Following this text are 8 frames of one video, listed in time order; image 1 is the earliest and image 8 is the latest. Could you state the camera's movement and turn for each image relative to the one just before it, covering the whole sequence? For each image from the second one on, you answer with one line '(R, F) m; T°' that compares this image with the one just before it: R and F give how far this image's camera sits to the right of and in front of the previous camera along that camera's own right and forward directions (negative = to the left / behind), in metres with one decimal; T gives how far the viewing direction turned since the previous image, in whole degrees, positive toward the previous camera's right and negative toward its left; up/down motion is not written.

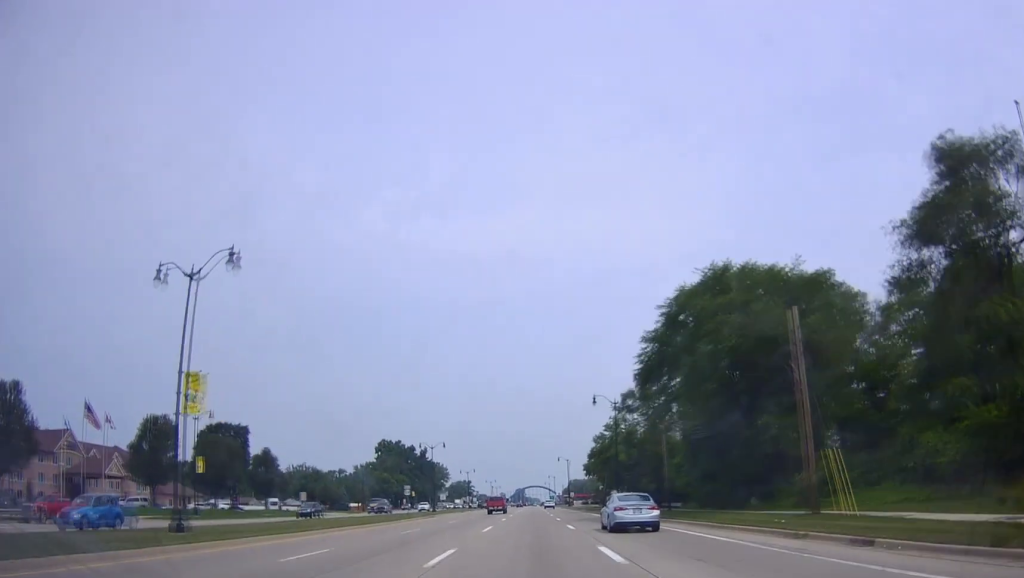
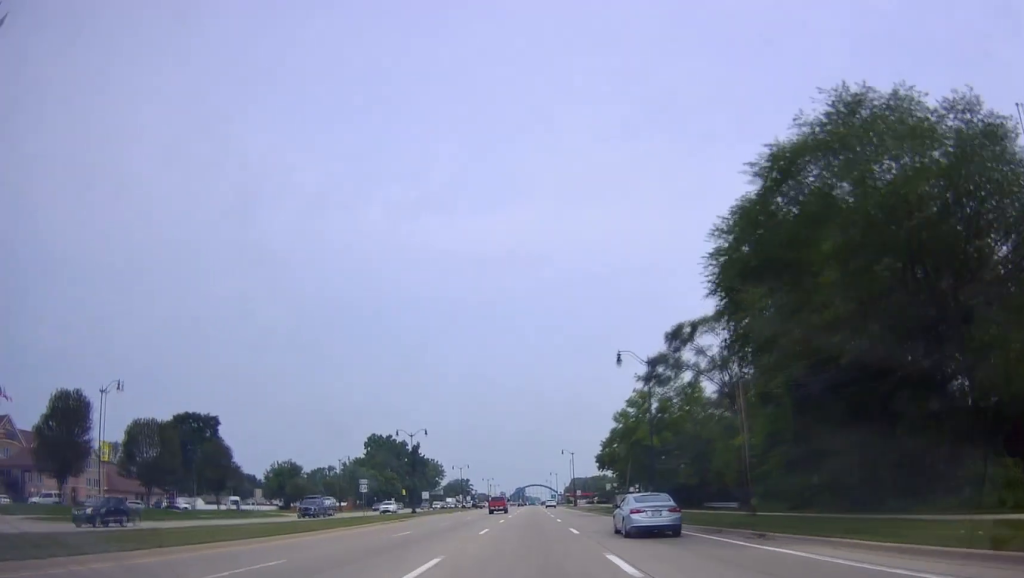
(0.0, +18.3) m; 0°
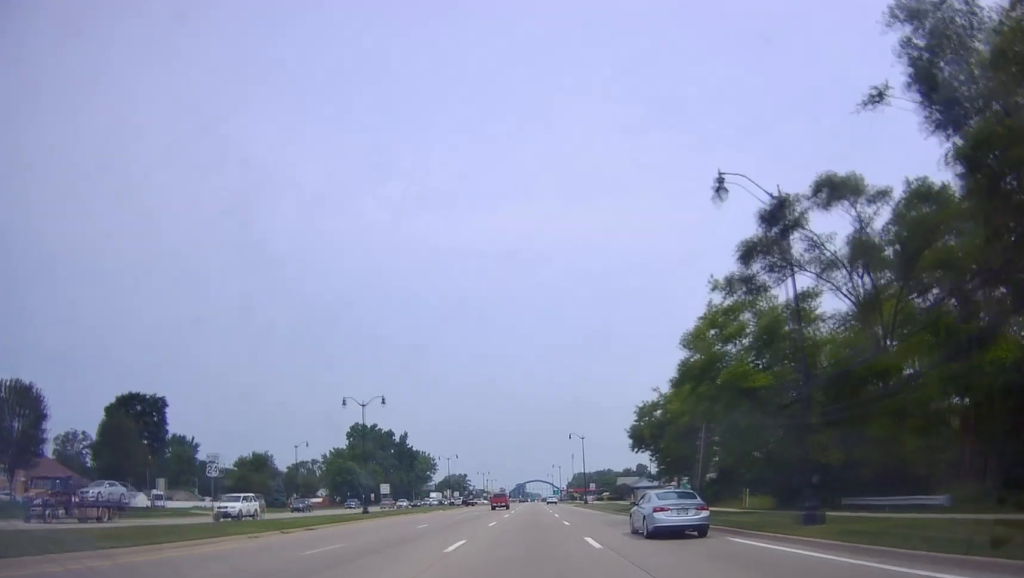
(-0.1, +26.1) m; 0°
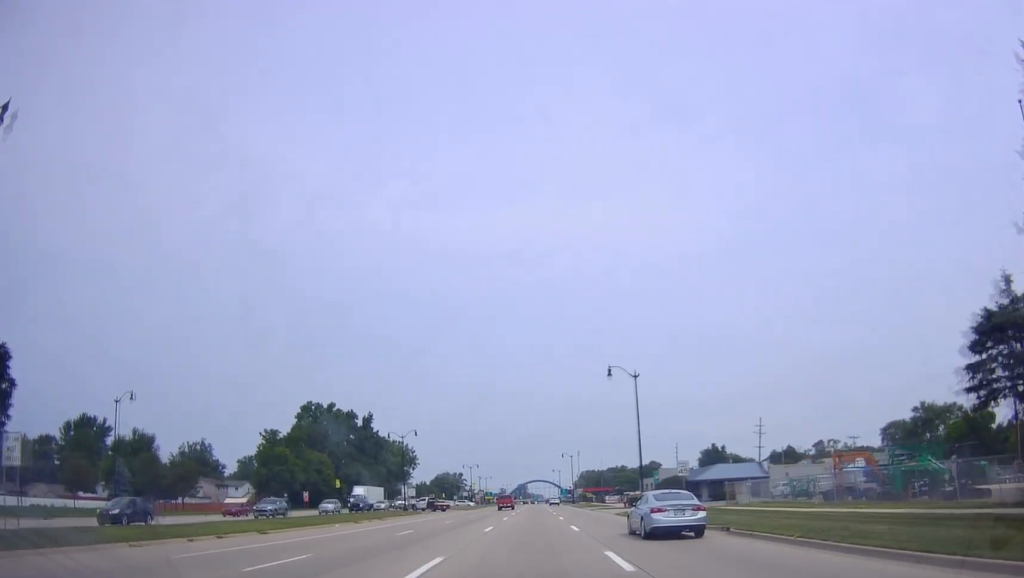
(+0.2, +50.8) m; +1°
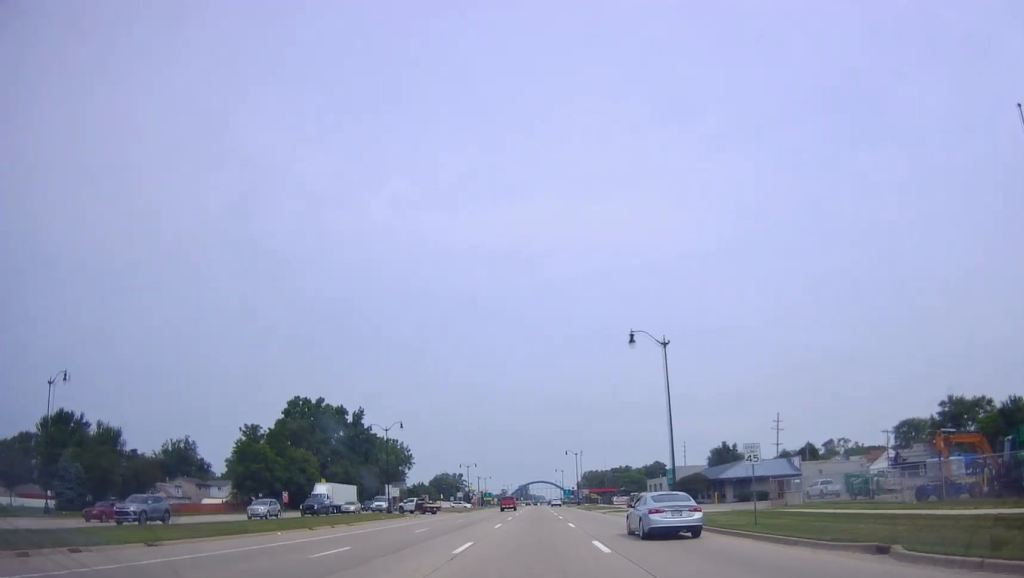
(-0.2, +10.6) m; -1°
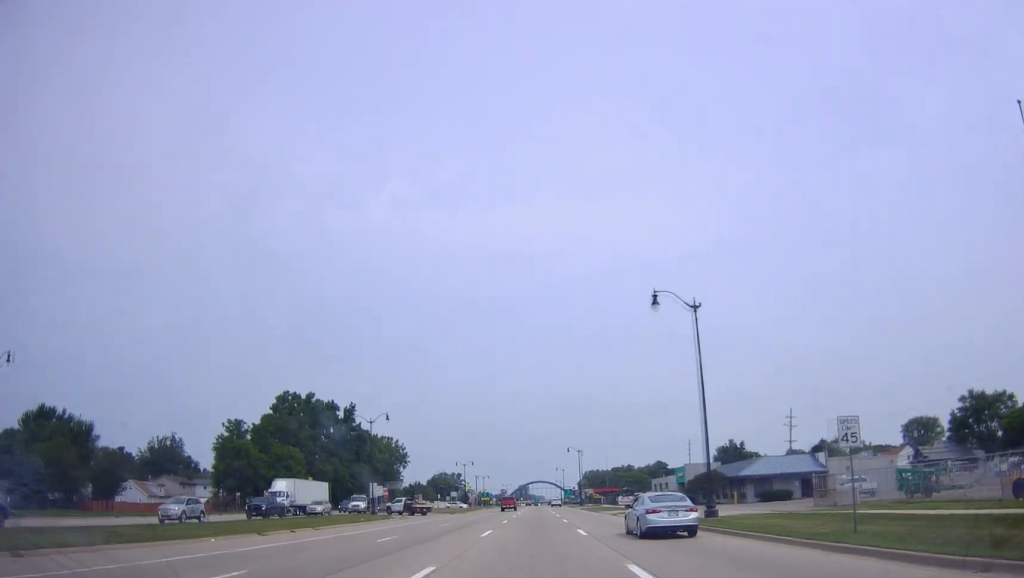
(0.0, +7.5) m; -1°
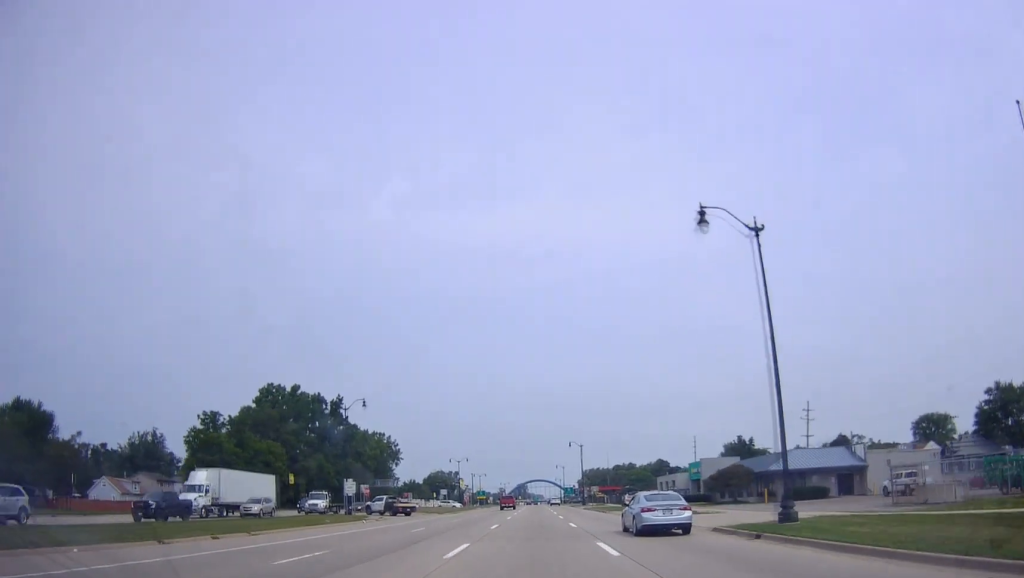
(-0.2, +9.4) m; 0°
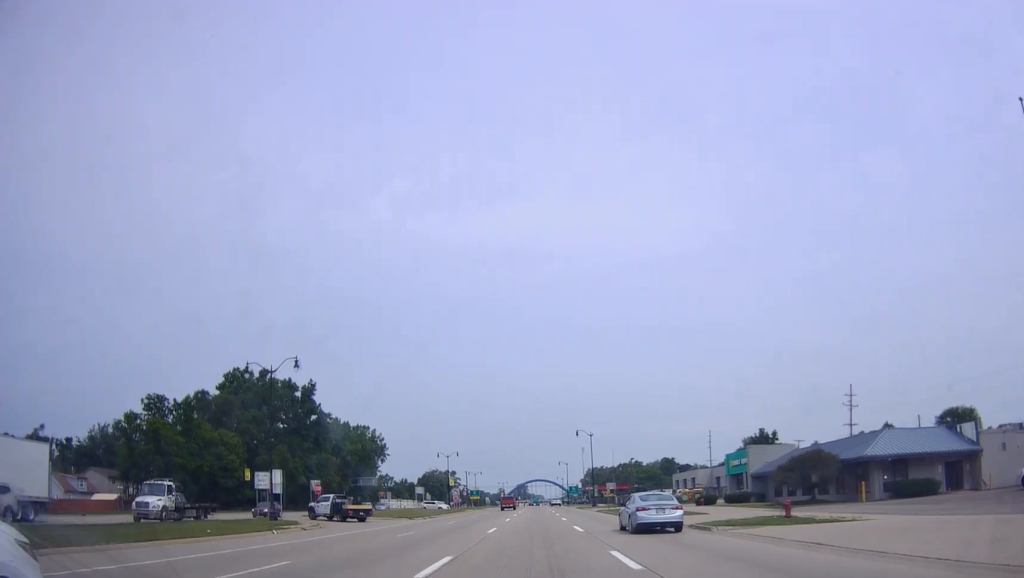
(+0.1, +18.3) m; +1°
